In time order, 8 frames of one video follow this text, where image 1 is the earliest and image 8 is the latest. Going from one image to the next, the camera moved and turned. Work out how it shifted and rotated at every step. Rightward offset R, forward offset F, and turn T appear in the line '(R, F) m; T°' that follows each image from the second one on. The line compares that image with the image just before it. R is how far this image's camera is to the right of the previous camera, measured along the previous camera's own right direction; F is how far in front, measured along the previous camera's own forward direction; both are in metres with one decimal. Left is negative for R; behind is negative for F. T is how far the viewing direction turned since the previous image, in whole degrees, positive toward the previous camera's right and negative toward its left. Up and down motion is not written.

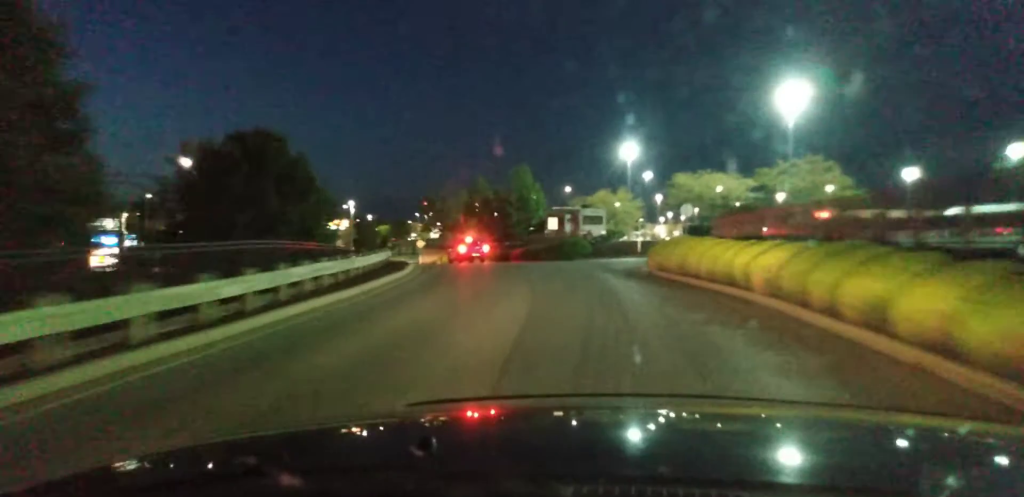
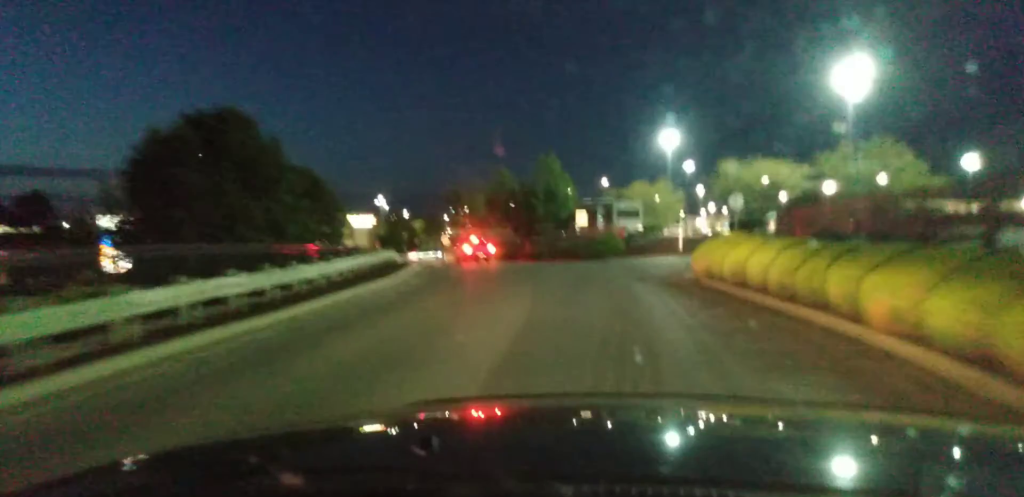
(0.0, +5.8) m; -1°
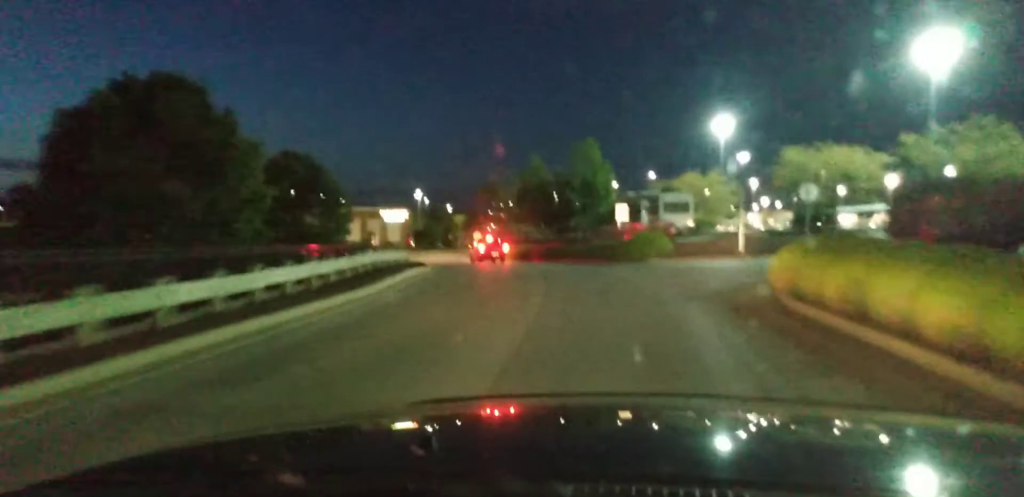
(0.0, +6.7) m; -3°
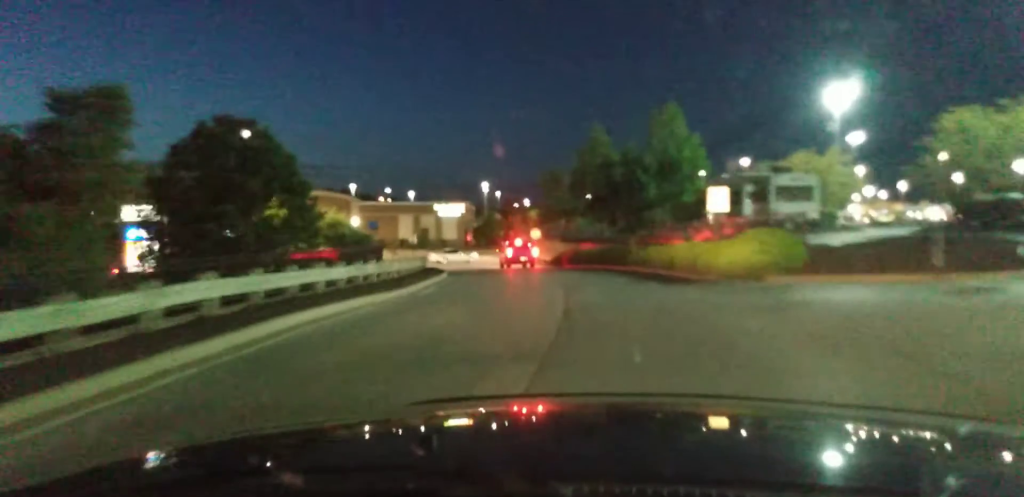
(-0.7, +13.4) m; -4°
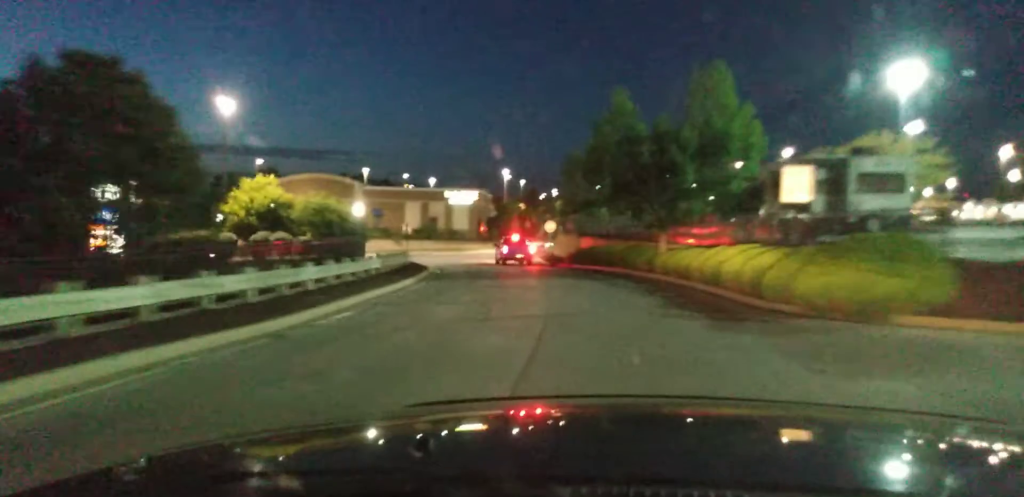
(-0.1, +8.5) m; -3°
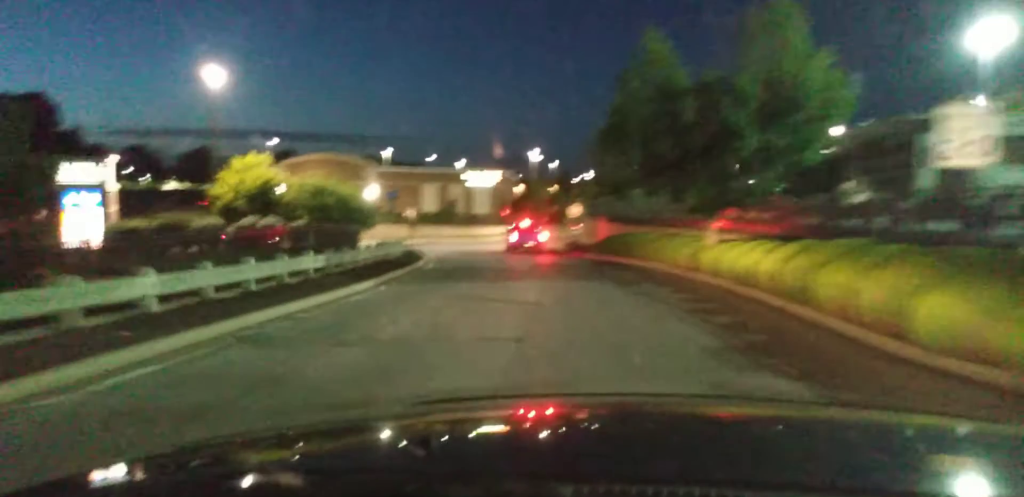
(-0.1, +7.1) m; -3°
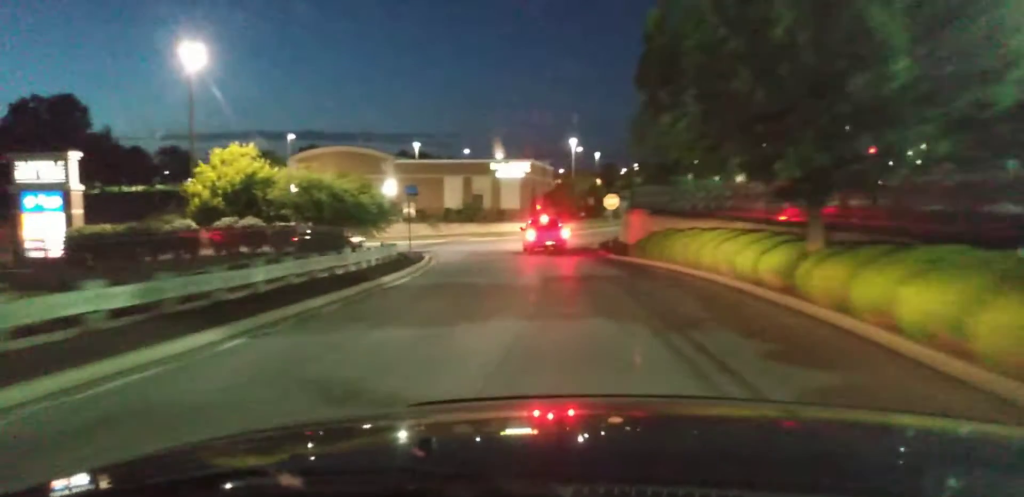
(-0.4, +9.3) m; -3°
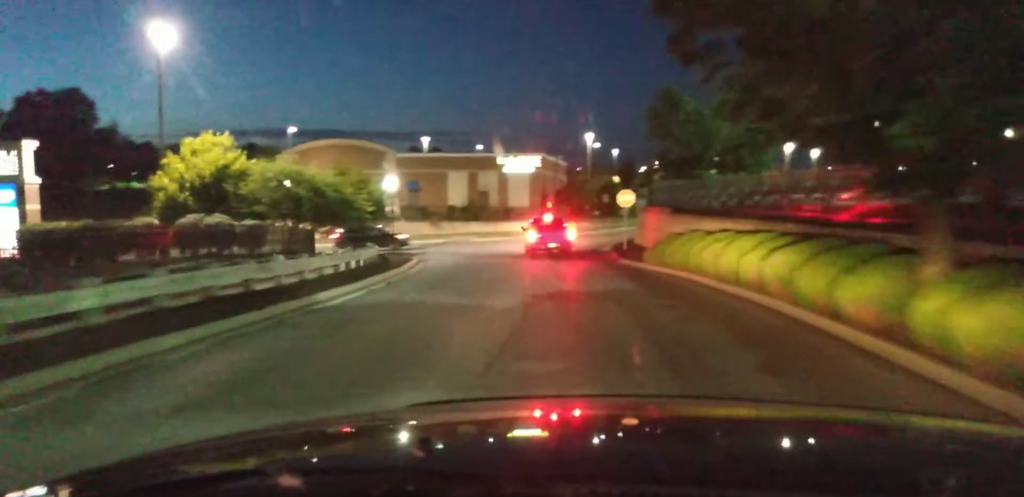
(0.0, +5.6) m; -1°
